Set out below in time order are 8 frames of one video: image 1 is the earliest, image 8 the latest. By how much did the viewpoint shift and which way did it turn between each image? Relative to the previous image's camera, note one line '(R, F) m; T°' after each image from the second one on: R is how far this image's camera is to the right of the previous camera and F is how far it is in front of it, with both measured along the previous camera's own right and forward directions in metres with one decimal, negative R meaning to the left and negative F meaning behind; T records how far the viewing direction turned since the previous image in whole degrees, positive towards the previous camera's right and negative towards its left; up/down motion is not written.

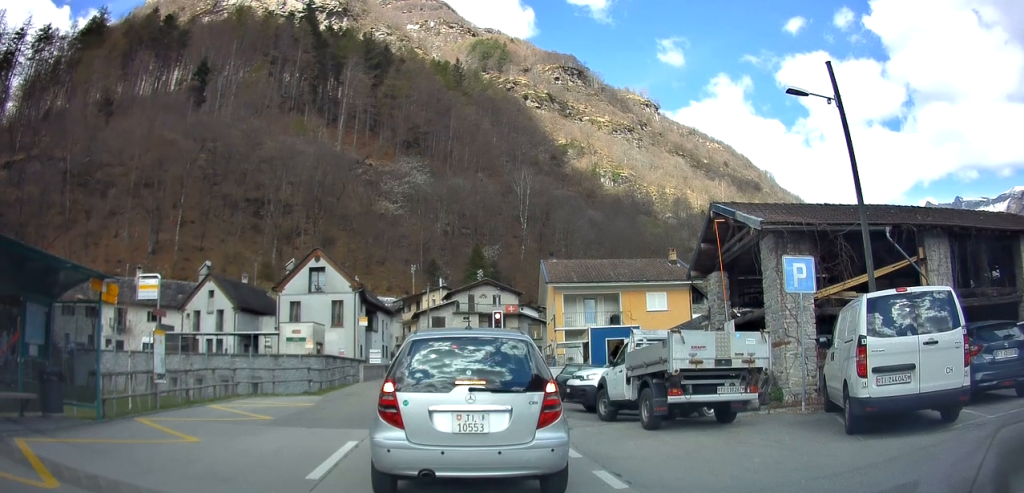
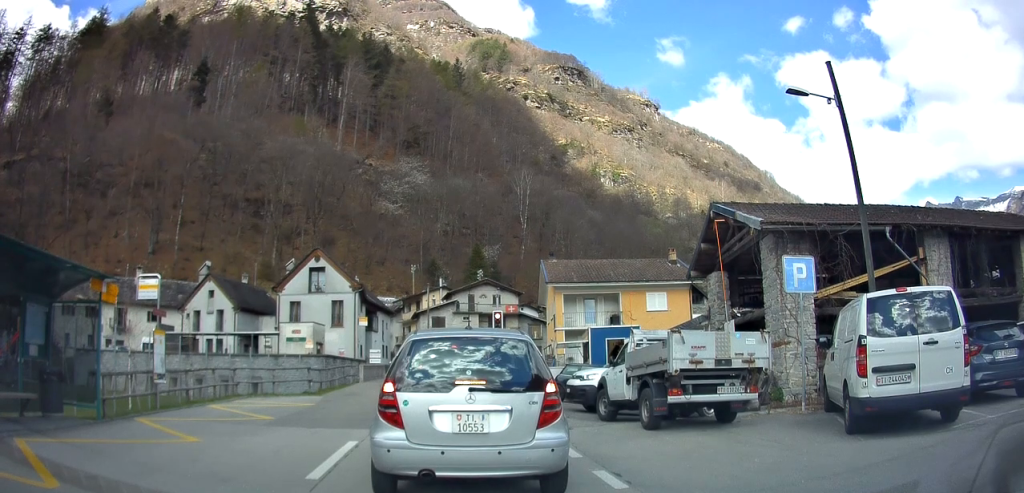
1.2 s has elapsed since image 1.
(0.0, 0.0) m; 0°
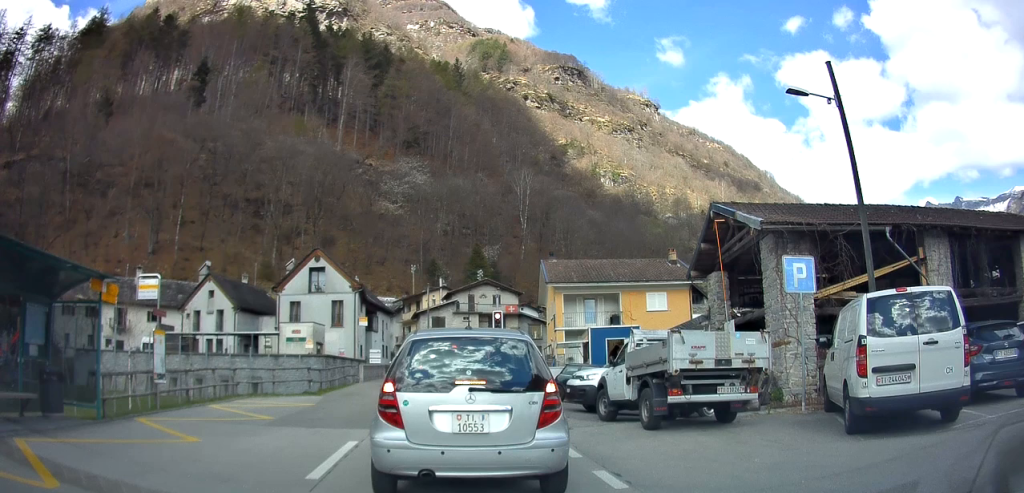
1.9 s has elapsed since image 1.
(0.0, 0.0) m; 0°
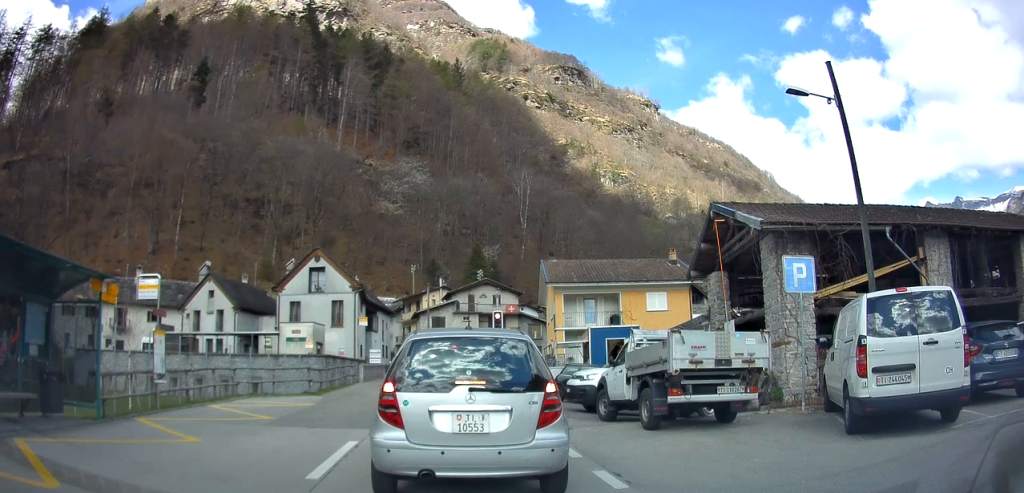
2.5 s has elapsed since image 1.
(0.0, 0.0) m; 0°
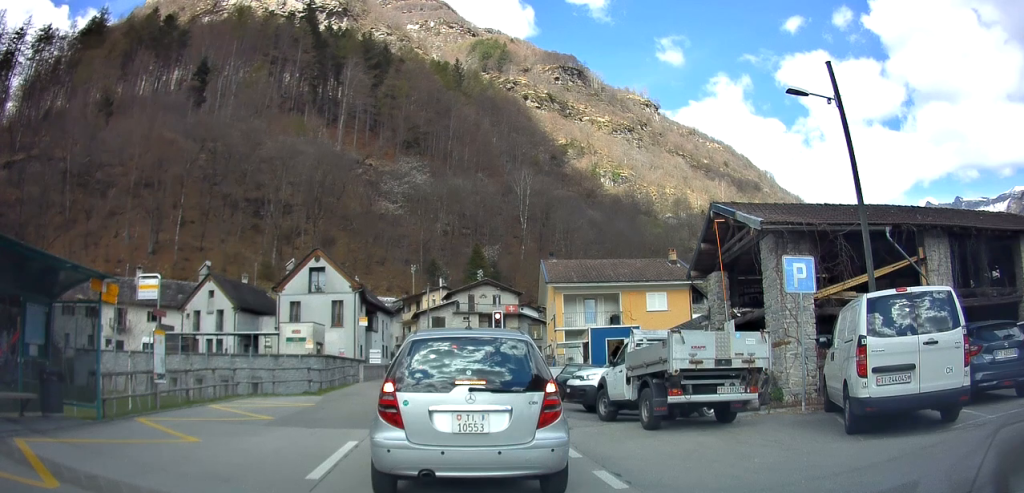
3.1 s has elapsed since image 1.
(0.0, 0.0) m; 0°
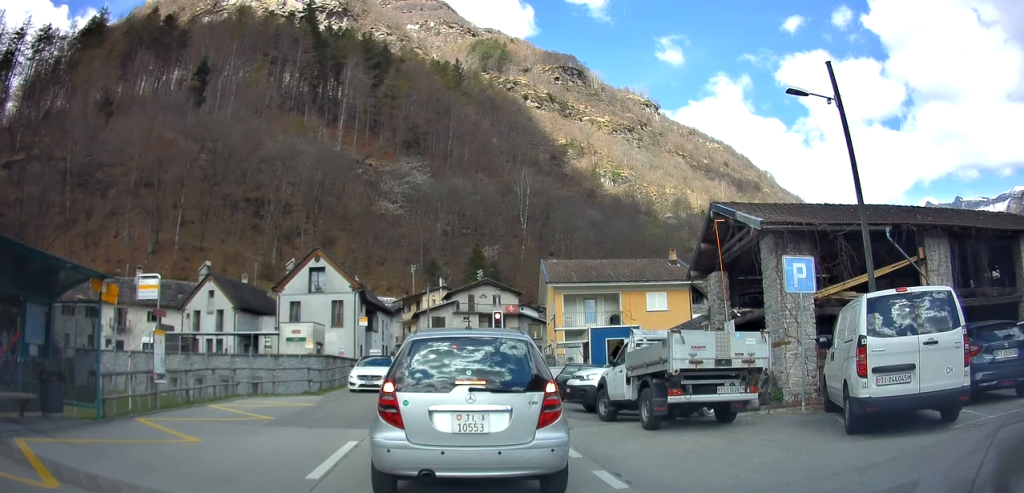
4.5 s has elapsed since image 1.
(0.0, 0.0) m; 0°
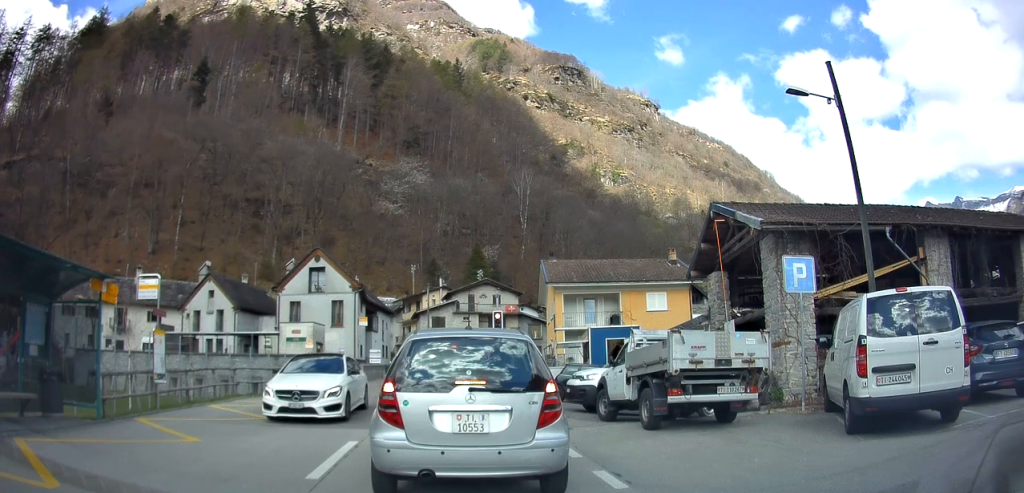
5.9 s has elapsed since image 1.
(0.0, 0.0) m; 0°
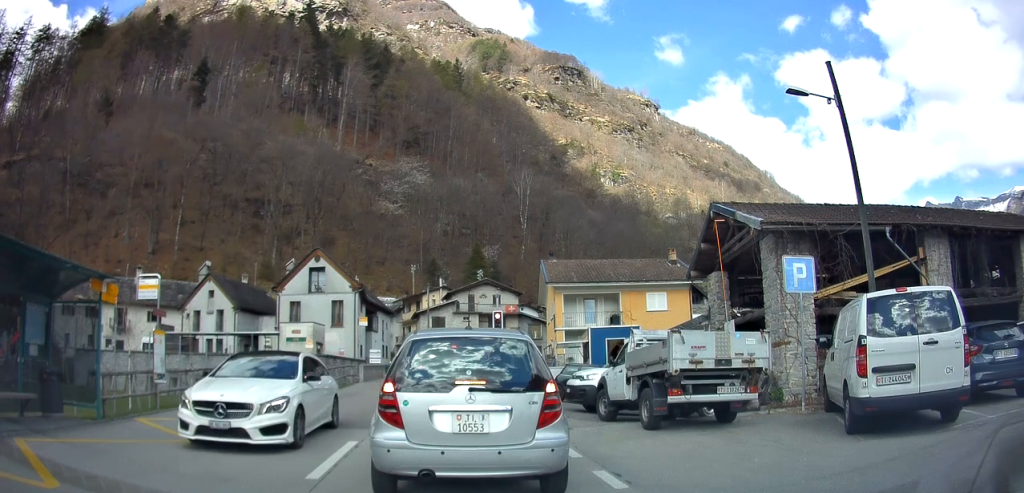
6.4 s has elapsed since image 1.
(0.0, 0.0) m; 0°
